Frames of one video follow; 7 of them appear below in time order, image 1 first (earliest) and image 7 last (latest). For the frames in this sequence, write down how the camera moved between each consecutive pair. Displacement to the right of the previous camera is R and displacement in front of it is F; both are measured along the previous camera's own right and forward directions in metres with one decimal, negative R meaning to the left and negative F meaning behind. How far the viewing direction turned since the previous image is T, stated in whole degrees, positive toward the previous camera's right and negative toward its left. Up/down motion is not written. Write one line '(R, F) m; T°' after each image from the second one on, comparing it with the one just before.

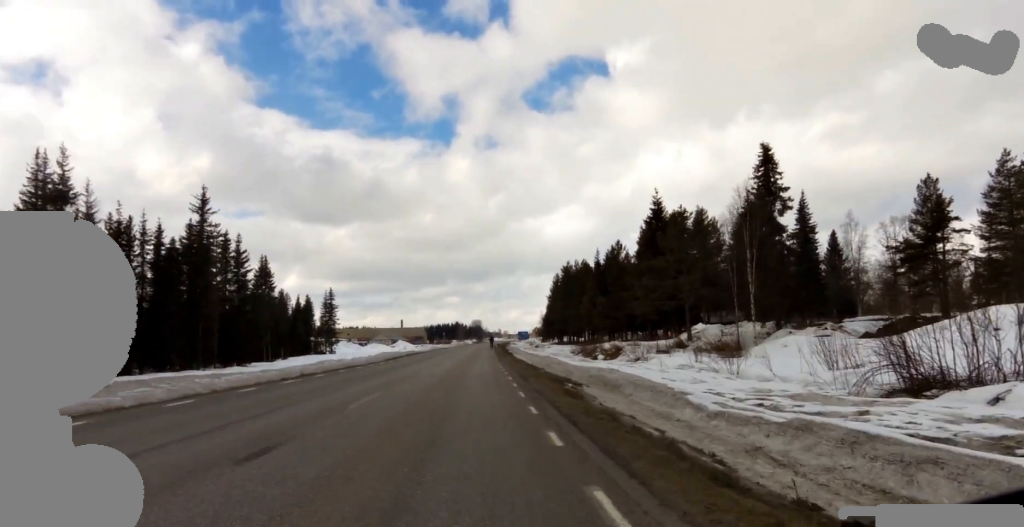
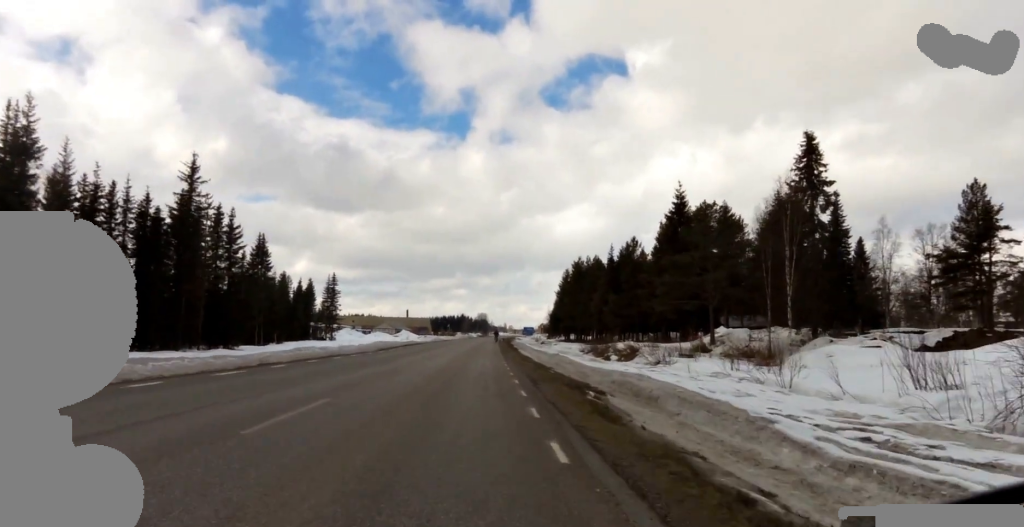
(-0.6, +4.0) m; 0°
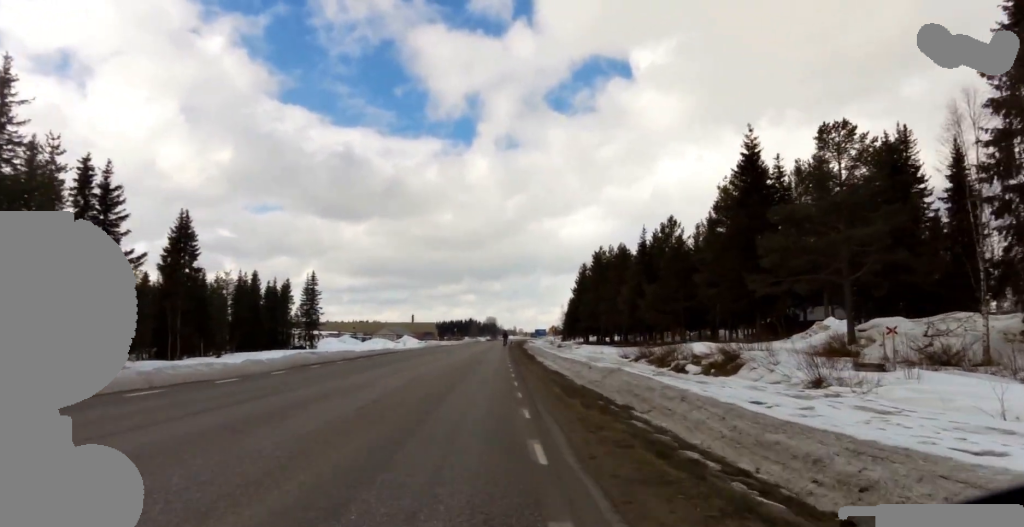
(0.0, +17.3) m; -1°
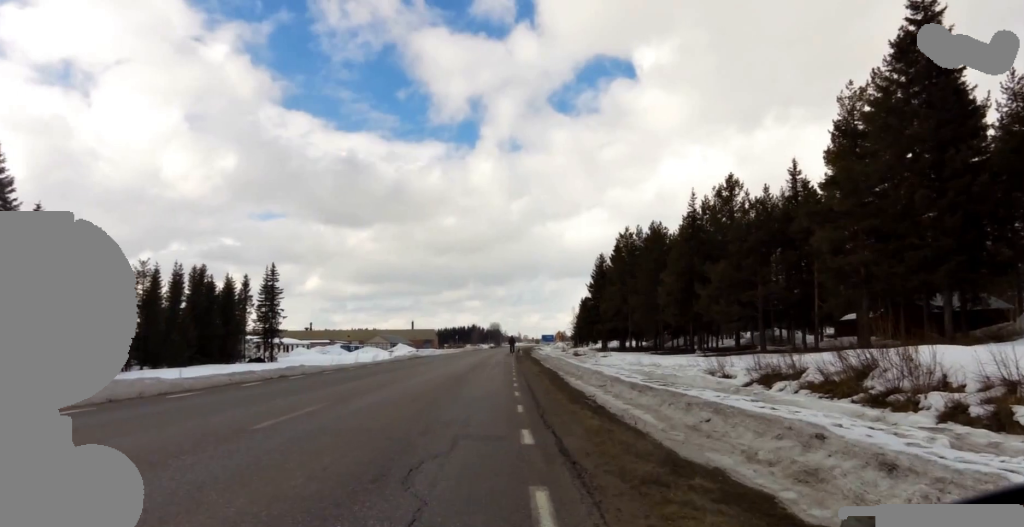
(-0.5, +19.7) m; +1°
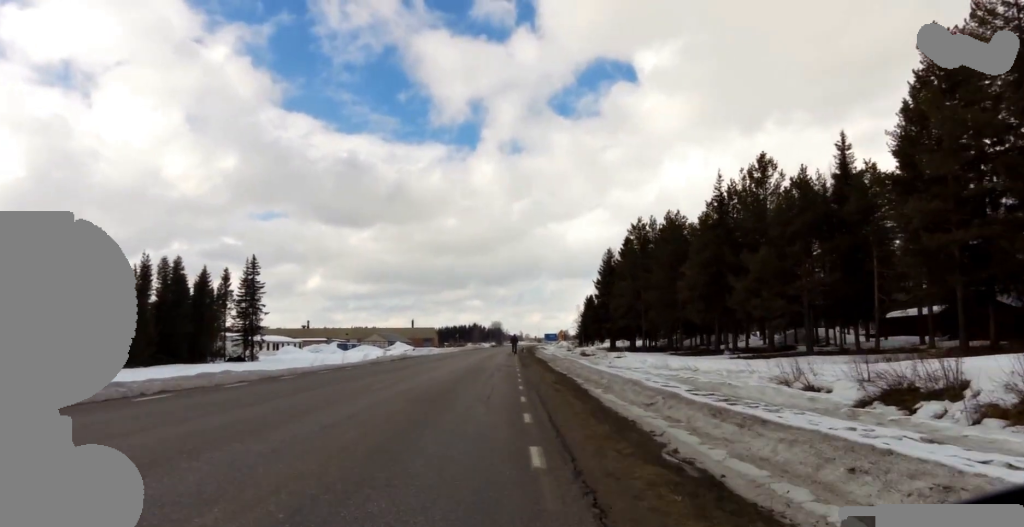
(+0.5, +7.0) m; +1°
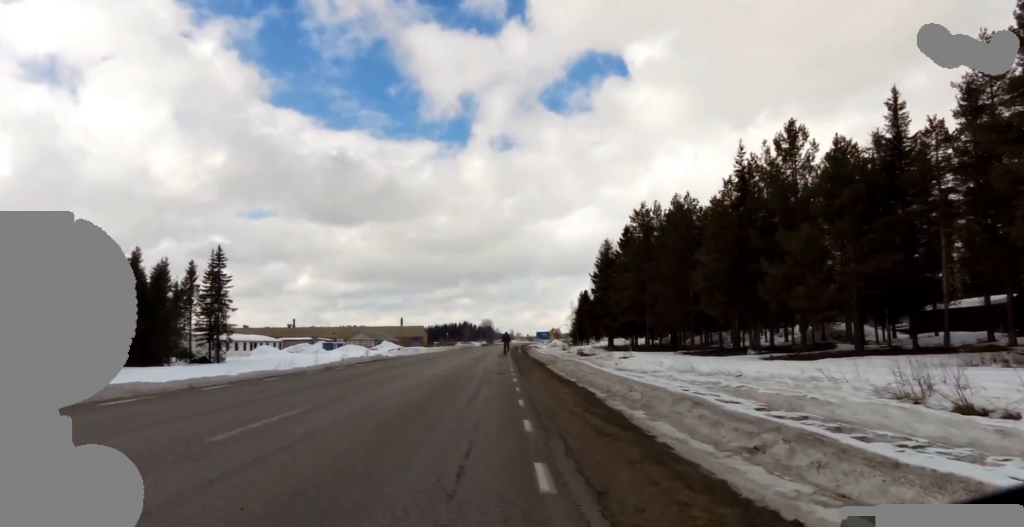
(+0.1, +6.7) m; 0°
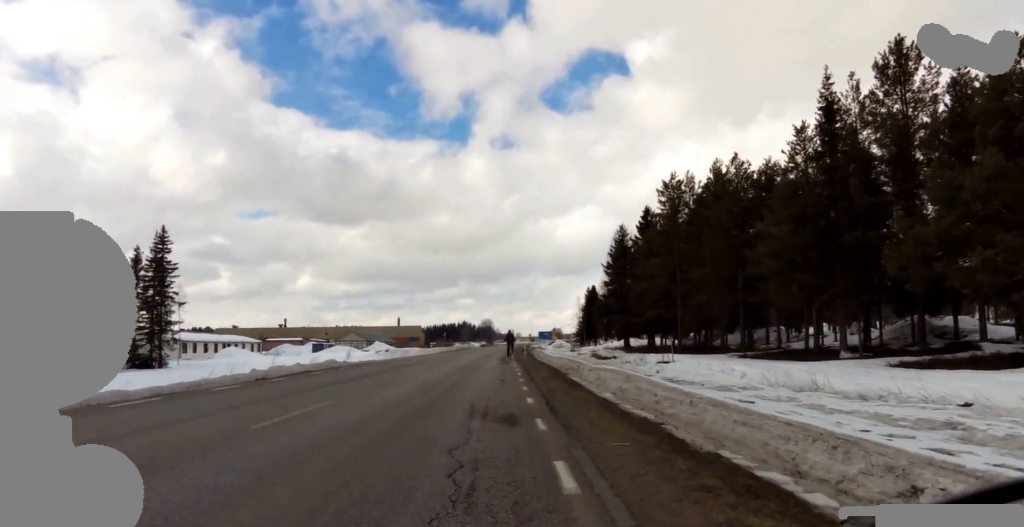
(+0.1, +11.9) m; -2°
